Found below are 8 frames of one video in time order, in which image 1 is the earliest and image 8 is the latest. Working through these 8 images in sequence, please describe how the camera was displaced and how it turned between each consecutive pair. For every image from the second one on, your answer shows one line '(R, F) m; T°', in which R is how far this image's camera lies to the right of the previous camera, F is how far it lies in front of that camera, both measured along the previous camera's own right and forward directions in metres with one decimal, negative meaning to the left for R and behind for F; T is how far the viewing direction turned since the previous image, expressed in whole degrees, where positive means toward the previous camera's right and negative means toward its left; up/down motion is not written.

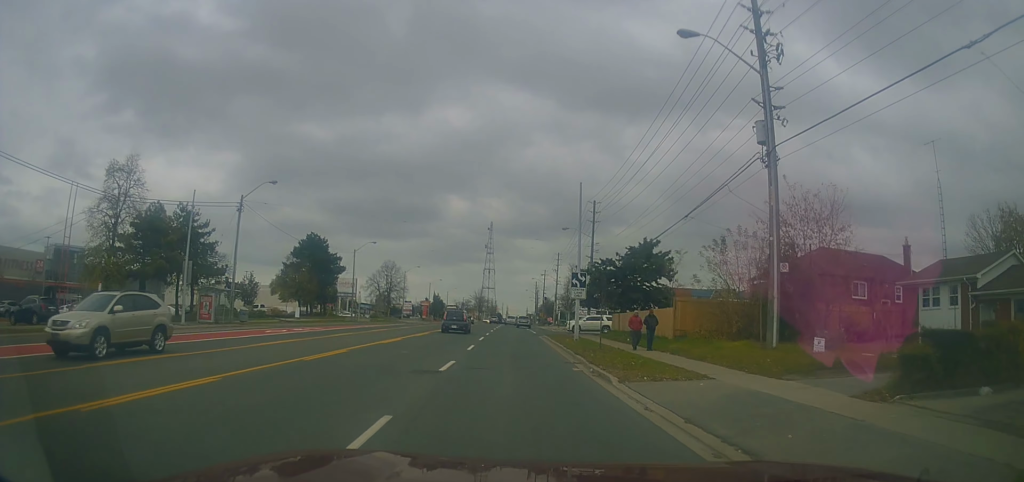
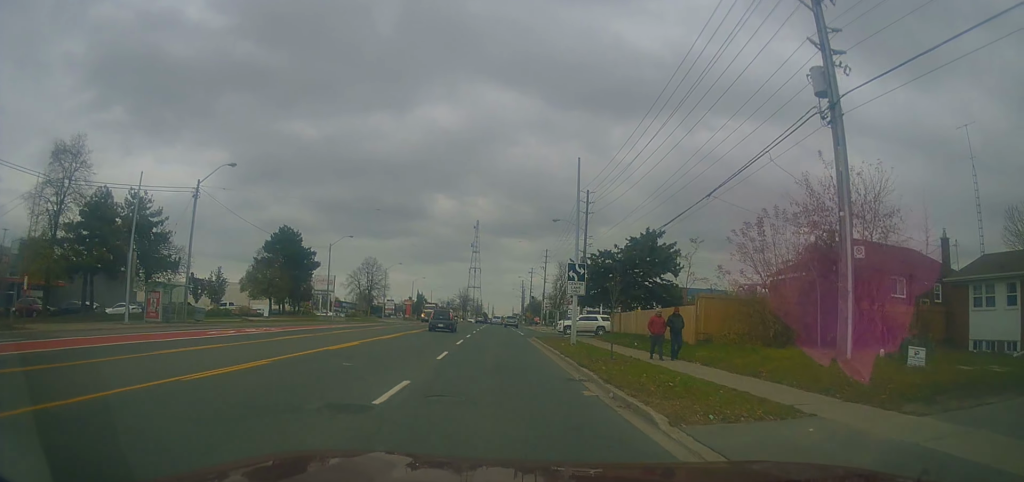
(-0.2, +5.4) m; +1°
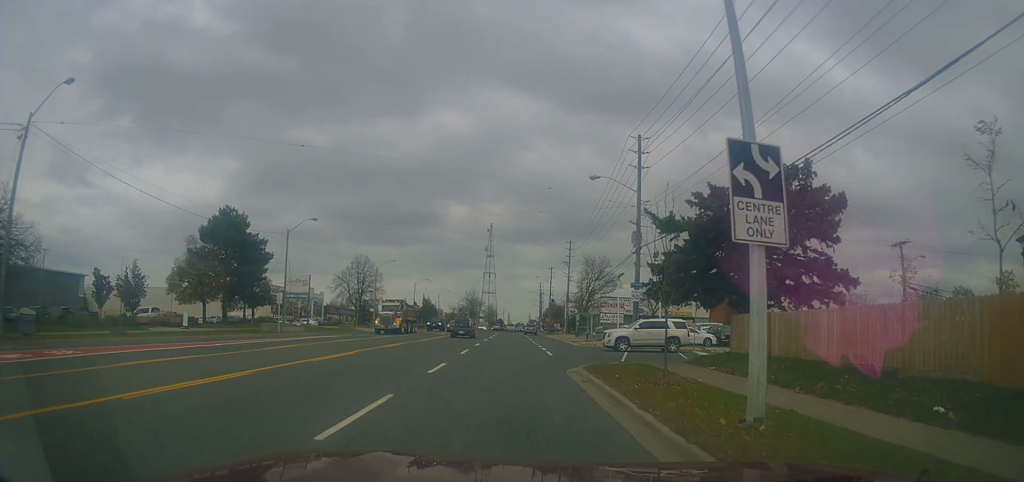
(+0.9, +19.9) m; +3°
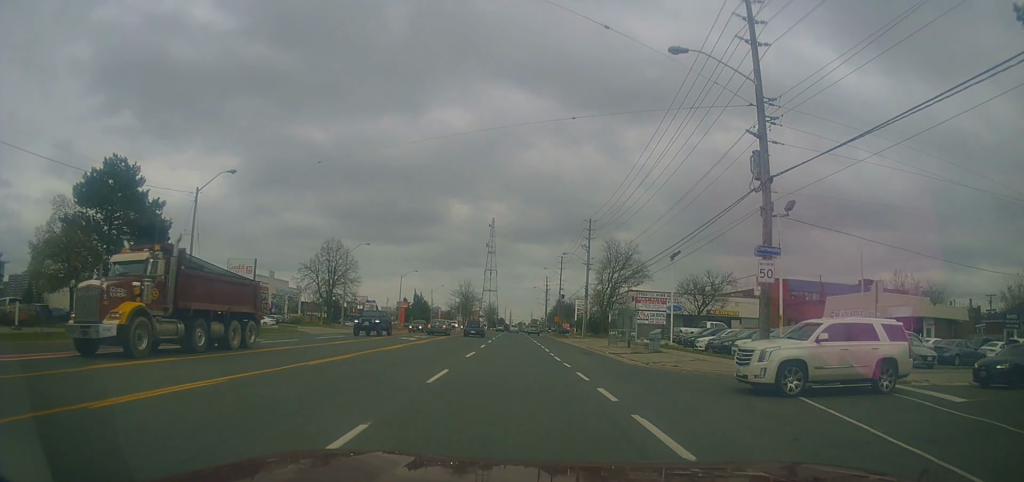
(-0.7, +19.3) m; -2°
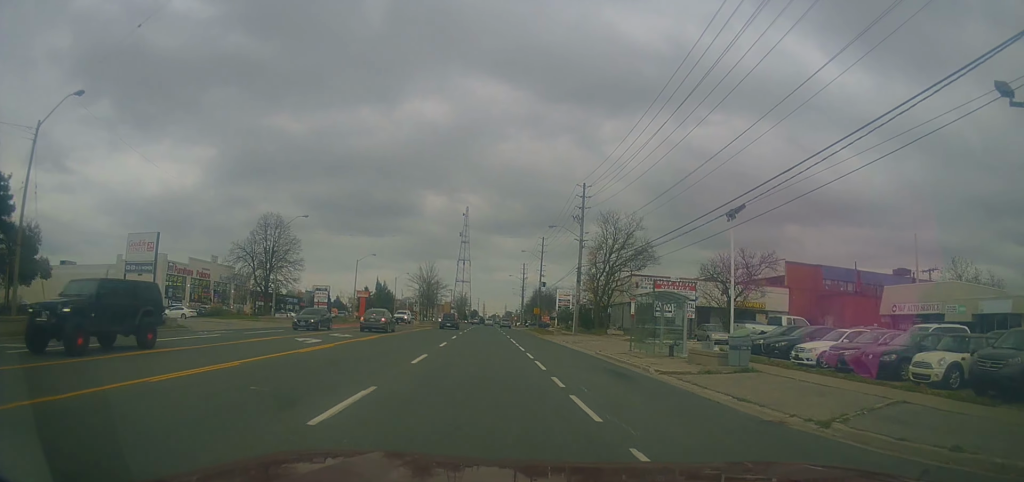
(+0.5, +15.7) m; +2°
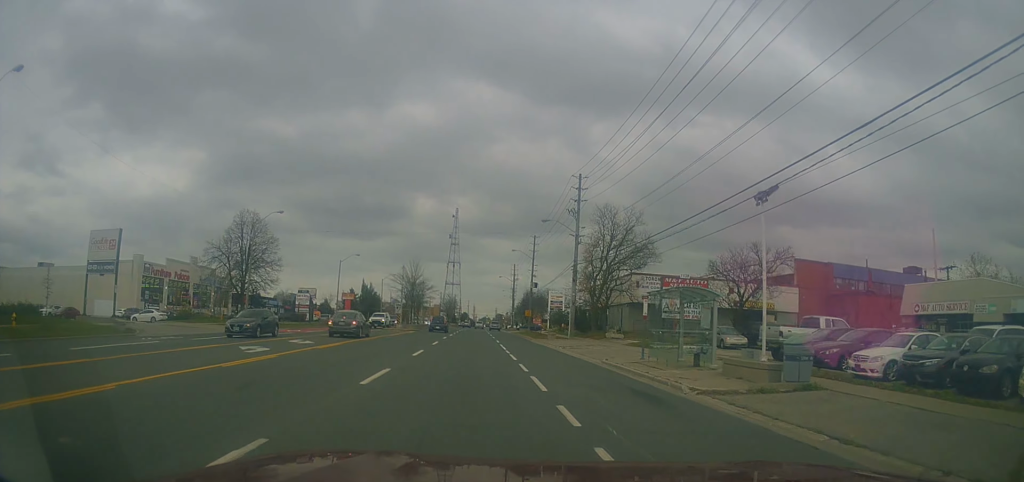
(+0.2, +4.5) m; 0°
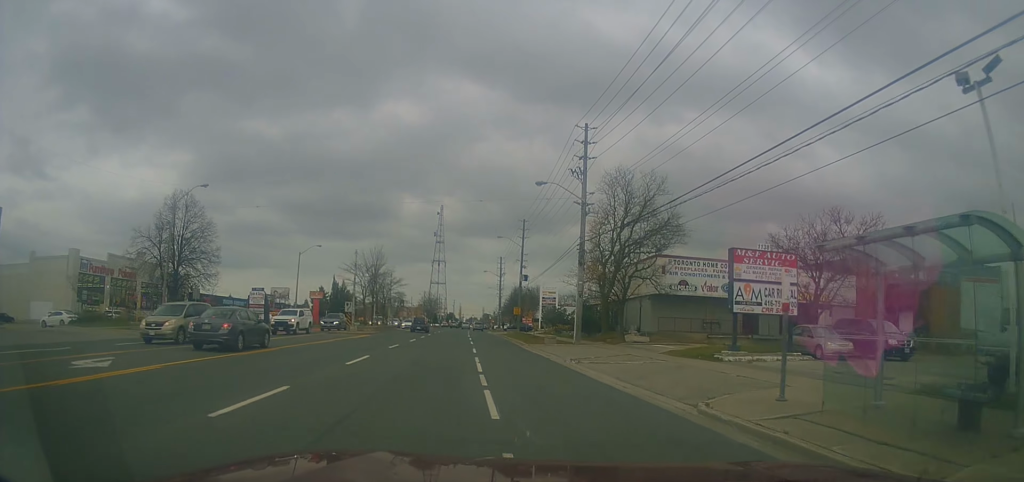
(-0.2, +13.4) m; +2°
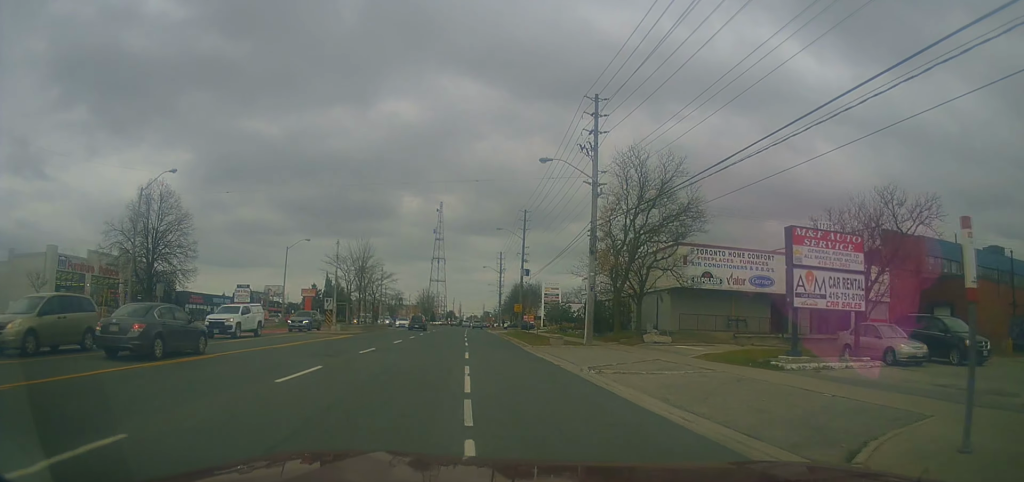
(+0.4, +5.0) m; 0°
